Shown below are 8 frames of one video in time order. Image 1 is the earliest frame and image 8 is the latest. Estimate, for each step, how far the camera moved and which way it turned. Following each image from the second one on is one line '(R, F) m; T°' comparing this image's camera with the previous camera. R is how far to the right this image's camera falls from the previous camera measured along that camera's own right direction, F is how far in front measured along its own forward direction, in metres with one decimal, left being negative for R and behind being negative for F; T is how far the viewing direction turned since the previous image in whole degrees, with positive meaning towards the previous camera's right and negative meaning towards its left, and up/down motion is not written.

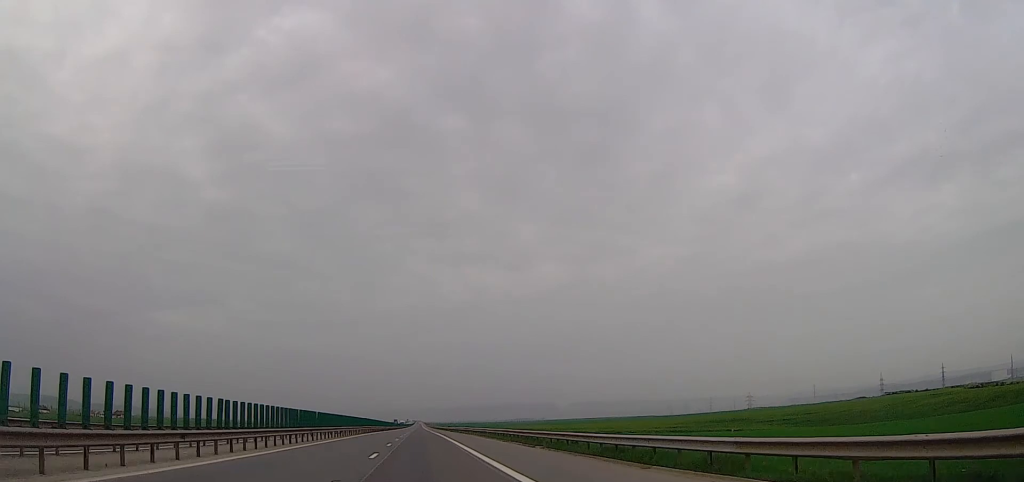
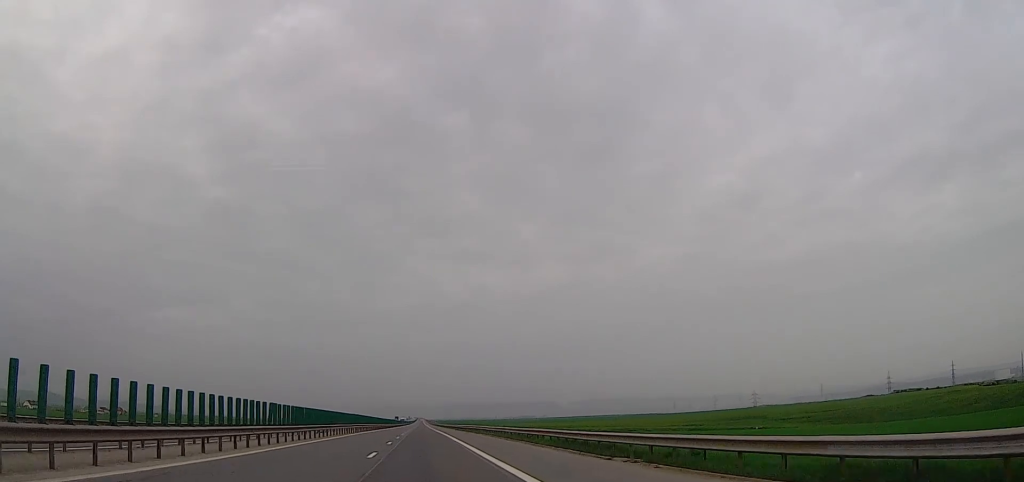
(0.0, +13.8) m; 0°
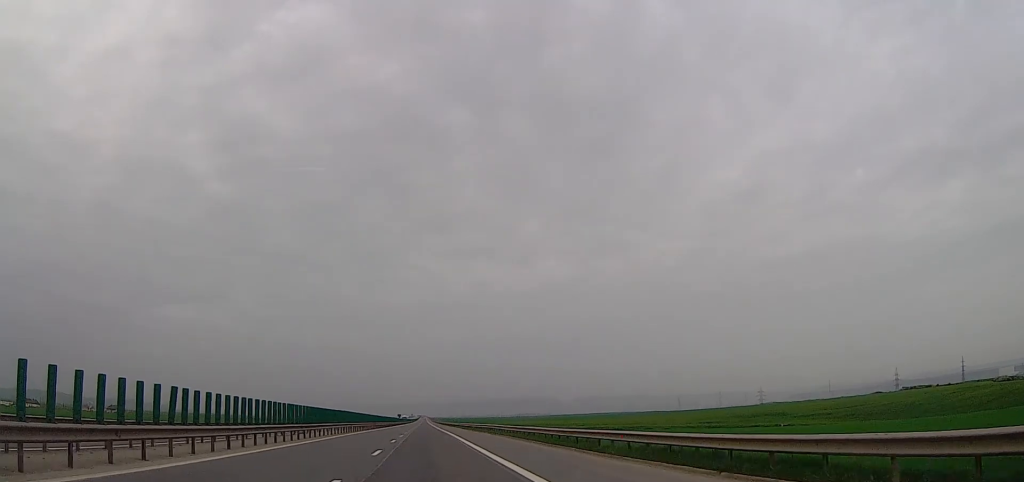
(0.0, +11.6) m; -1°
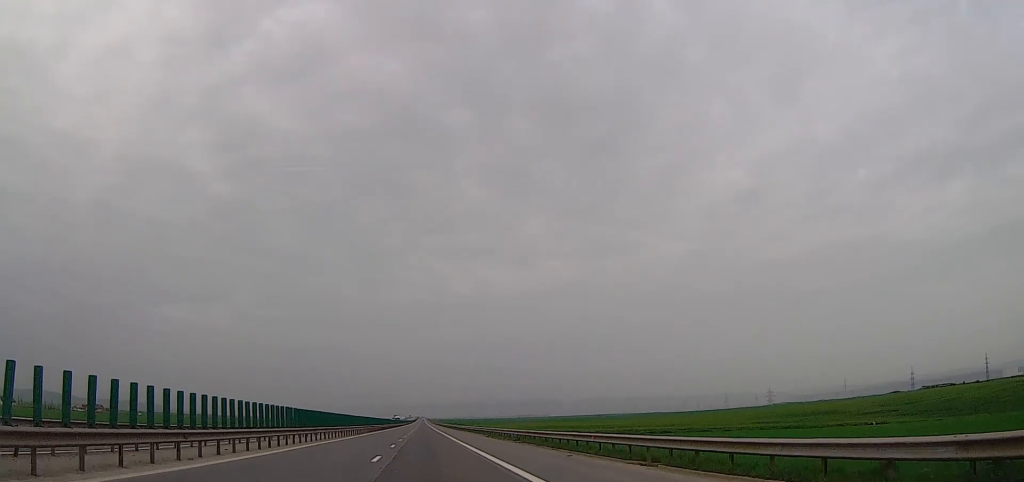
(-1.0, +37.7) m; -2°
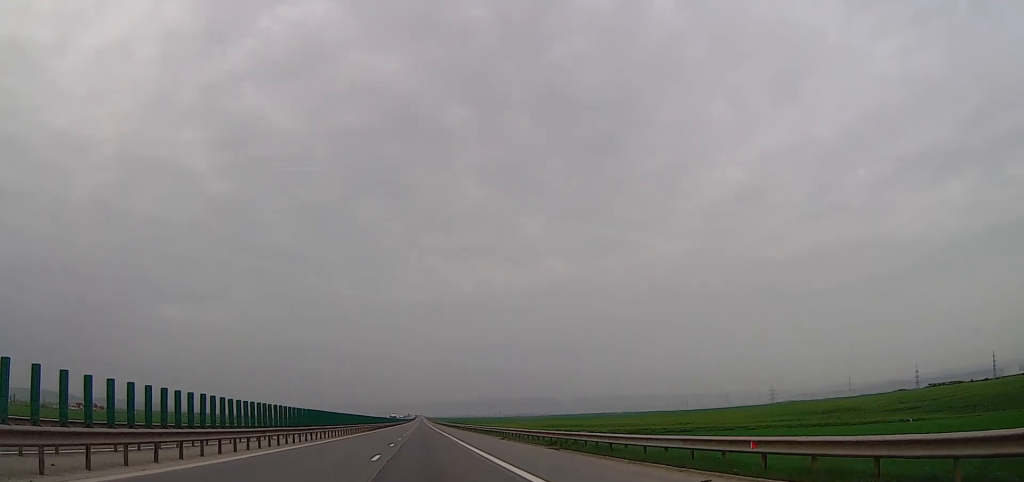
(-0.6, +11.8) m; 0°
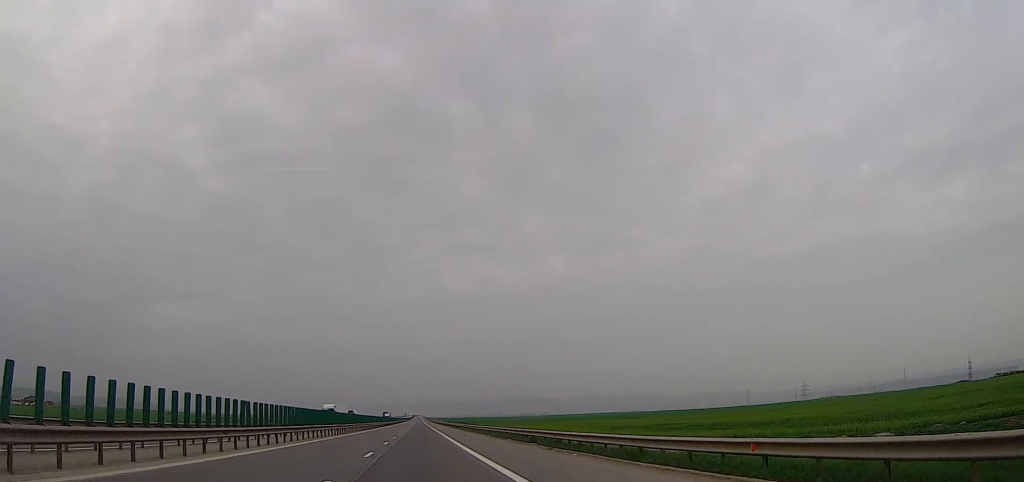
(+1.6, +108.6) m; +1°
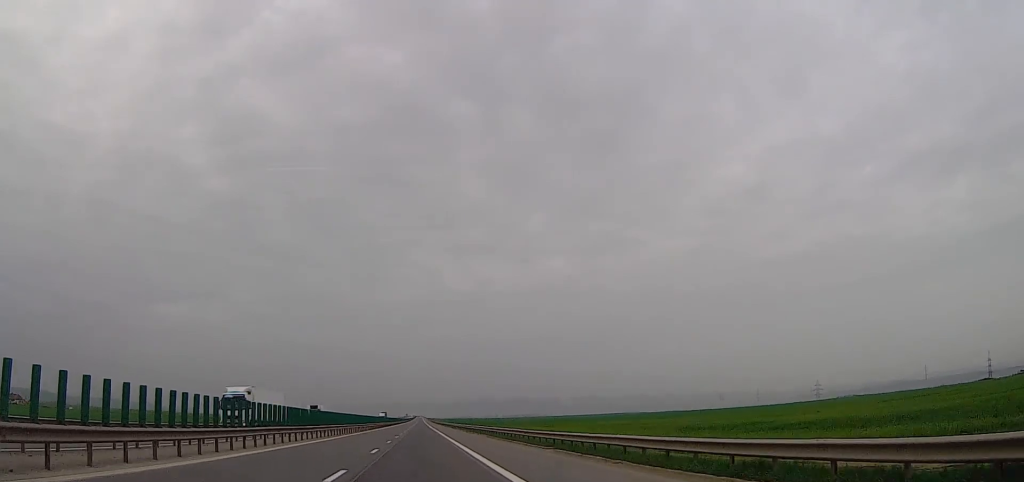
(+1.0, +33.5) m; +2°
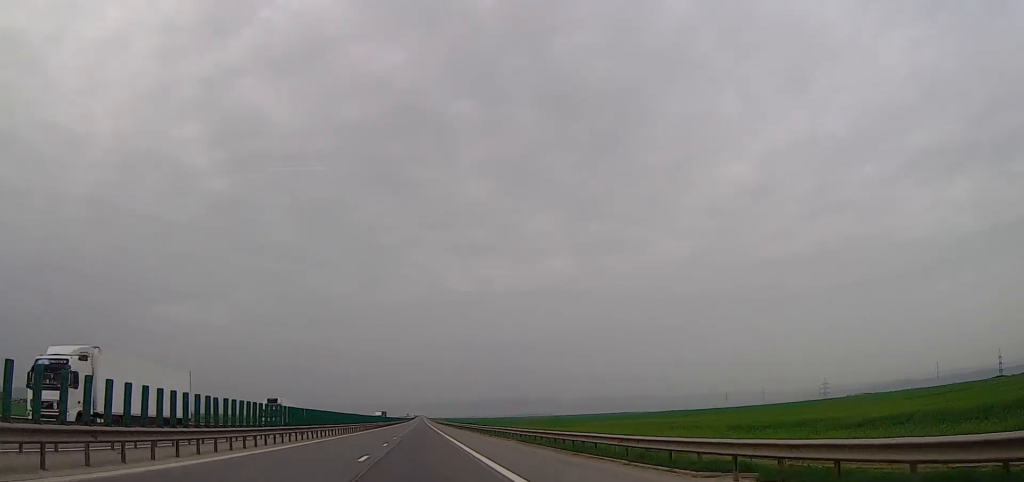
(0.0, +17.0) m; 0°
